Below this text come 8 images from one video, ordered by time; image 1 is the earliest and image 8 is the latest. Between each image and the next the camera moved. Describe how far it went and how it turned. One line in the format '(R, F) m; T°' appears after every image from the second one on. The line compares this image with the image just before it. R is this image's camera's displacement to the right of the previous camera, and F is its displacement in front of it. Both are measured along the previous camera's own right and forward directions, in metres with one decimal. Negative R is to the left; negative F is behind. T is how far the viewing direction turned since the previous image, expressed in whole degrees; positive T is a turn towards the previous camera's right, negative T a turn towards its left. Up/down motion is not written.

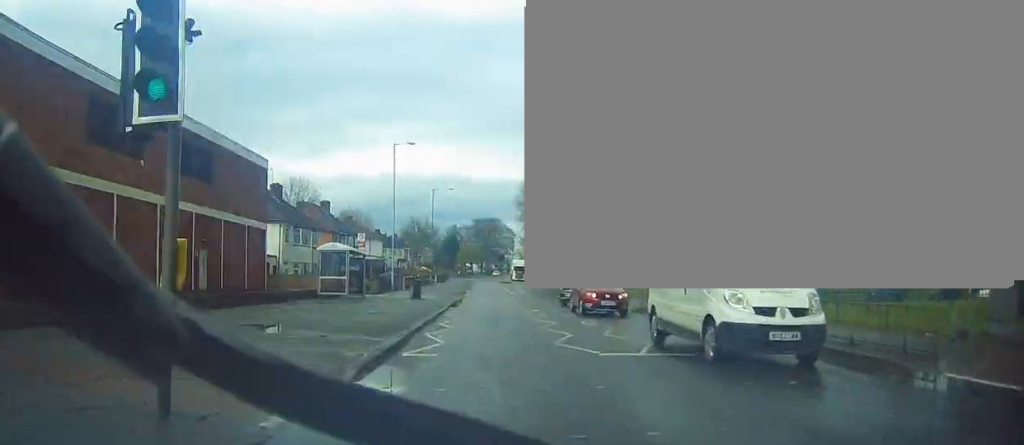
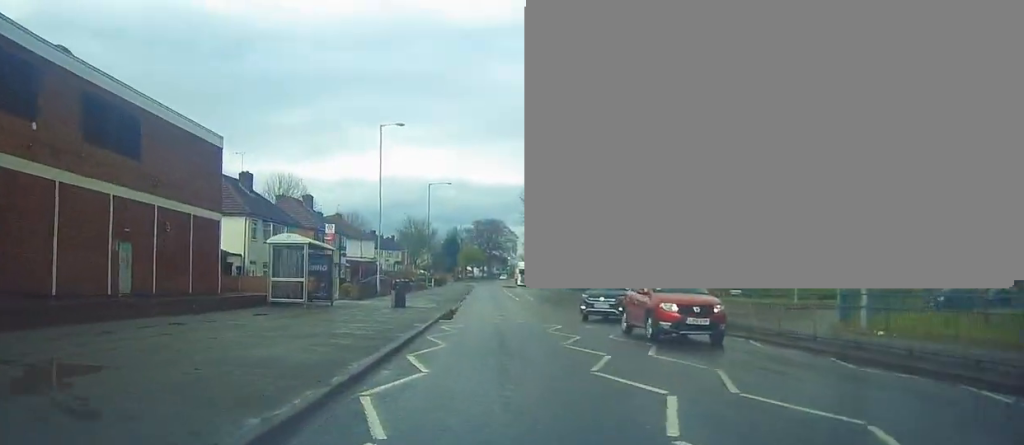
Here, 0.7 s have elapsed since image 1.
(-0.1, +8.1) m; -1°
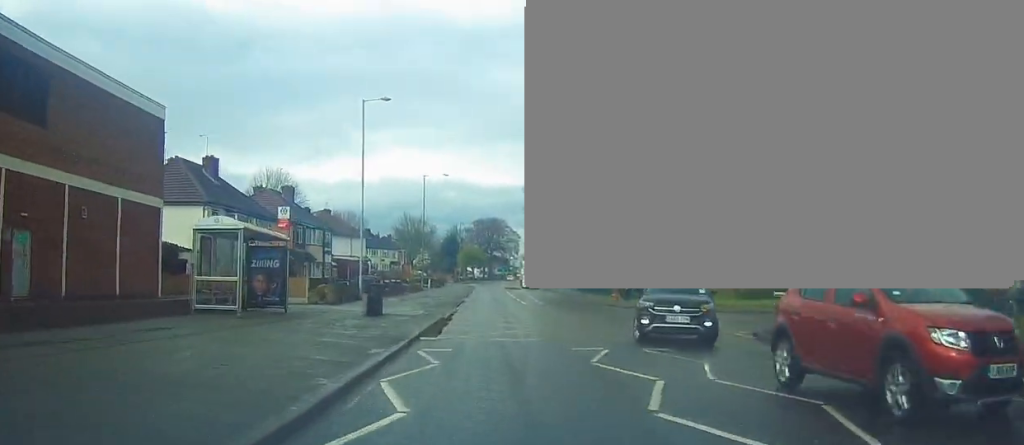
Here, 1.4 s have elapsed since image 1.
(-0.1, +7.1) m; -1°
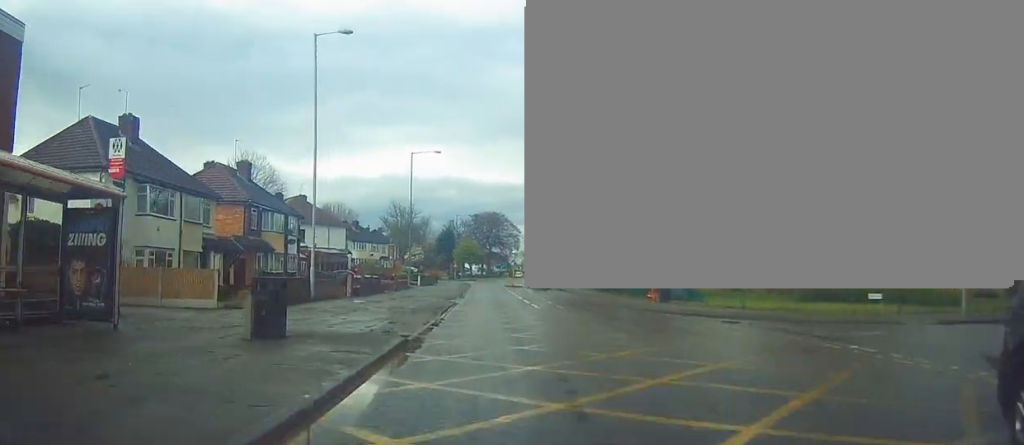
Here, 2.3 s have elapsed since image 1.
(0.0, +11.0) m; +1°
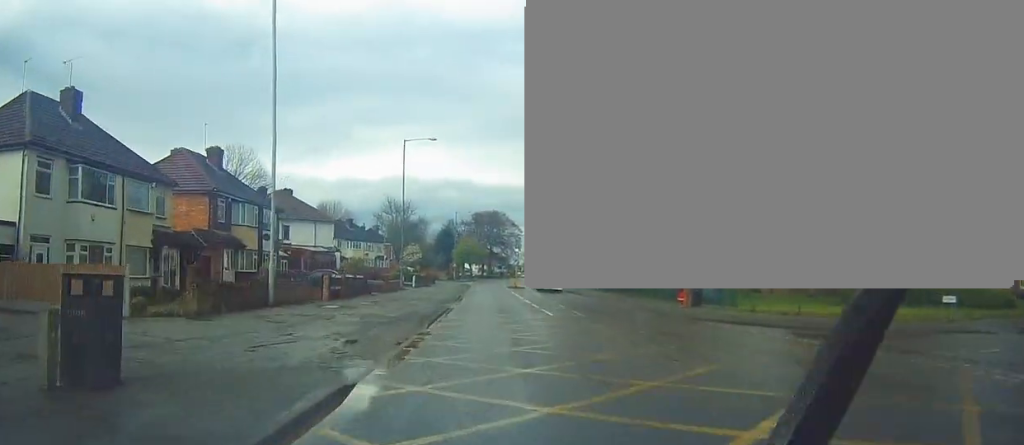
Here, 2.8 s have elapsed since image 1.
(+0.2, +5.8) m; 0°
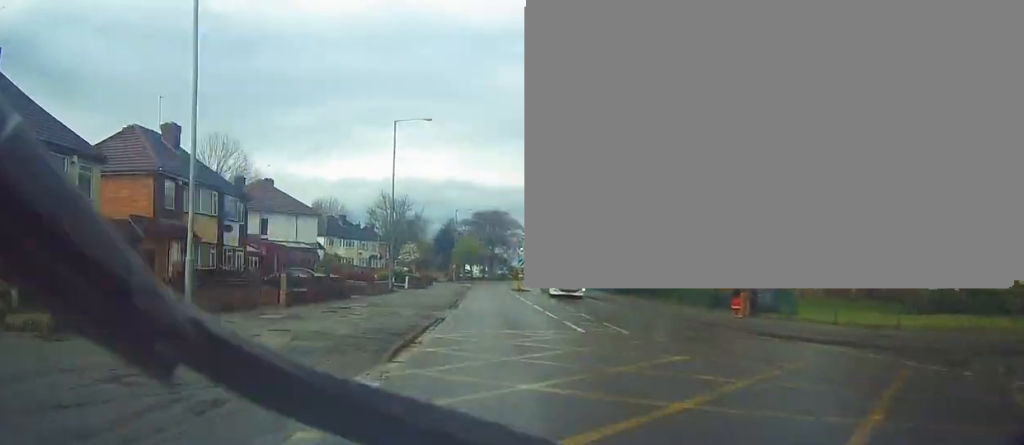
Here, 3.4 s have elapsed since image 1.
(+0.1, +7.0) m; 0°
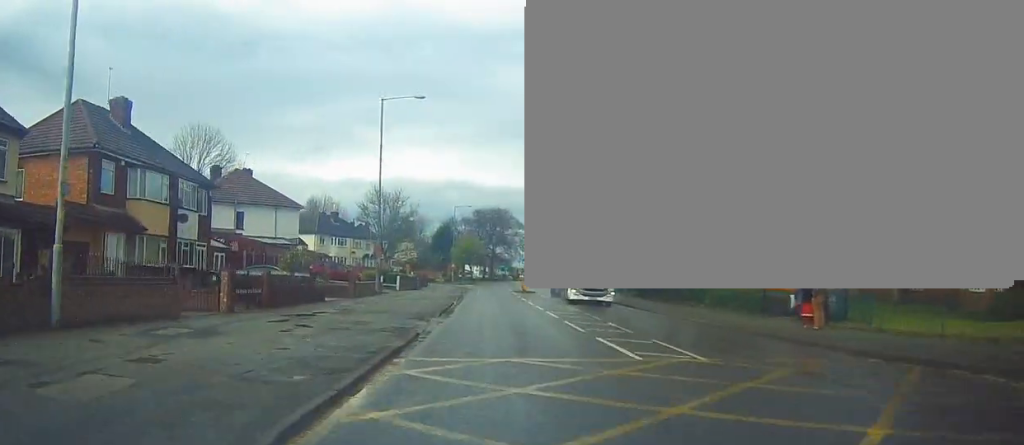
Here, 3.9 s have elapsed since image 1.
(-0.1, +5.9) m; -1°
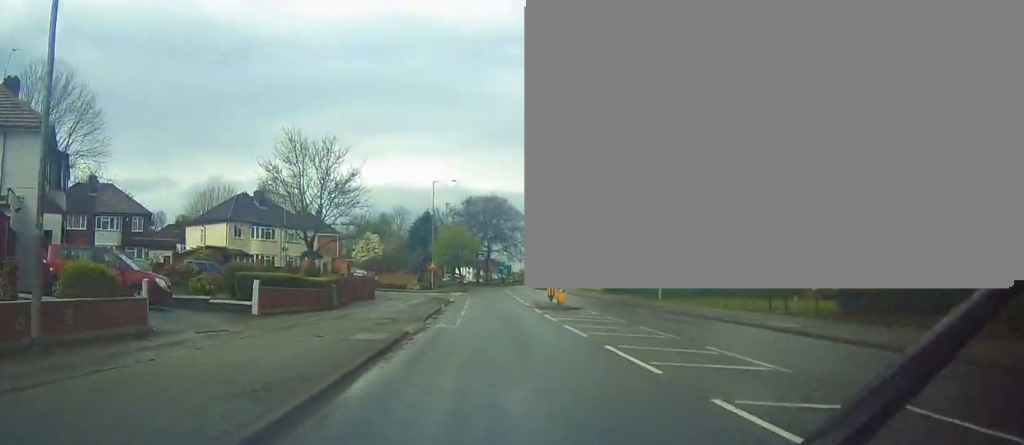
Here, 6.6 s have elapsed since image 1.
(-0.2, +32.0) m; 0°
